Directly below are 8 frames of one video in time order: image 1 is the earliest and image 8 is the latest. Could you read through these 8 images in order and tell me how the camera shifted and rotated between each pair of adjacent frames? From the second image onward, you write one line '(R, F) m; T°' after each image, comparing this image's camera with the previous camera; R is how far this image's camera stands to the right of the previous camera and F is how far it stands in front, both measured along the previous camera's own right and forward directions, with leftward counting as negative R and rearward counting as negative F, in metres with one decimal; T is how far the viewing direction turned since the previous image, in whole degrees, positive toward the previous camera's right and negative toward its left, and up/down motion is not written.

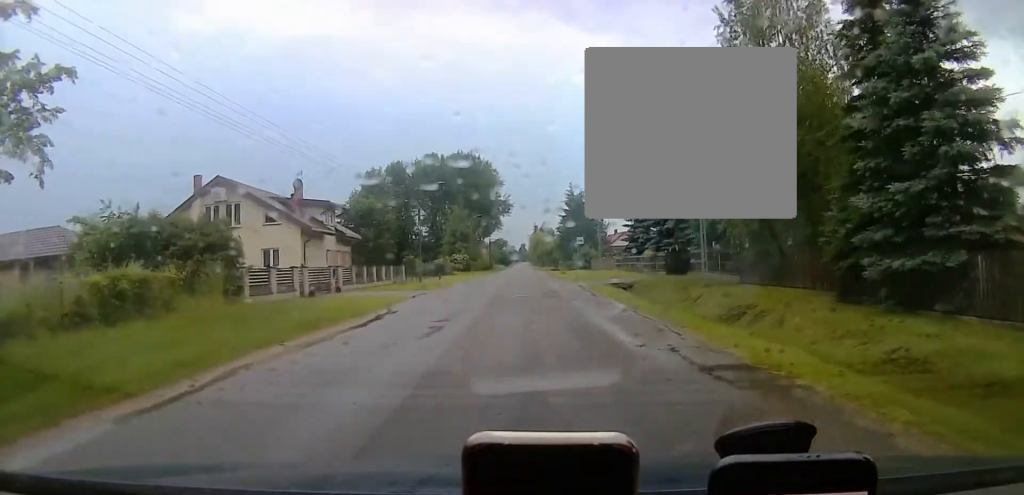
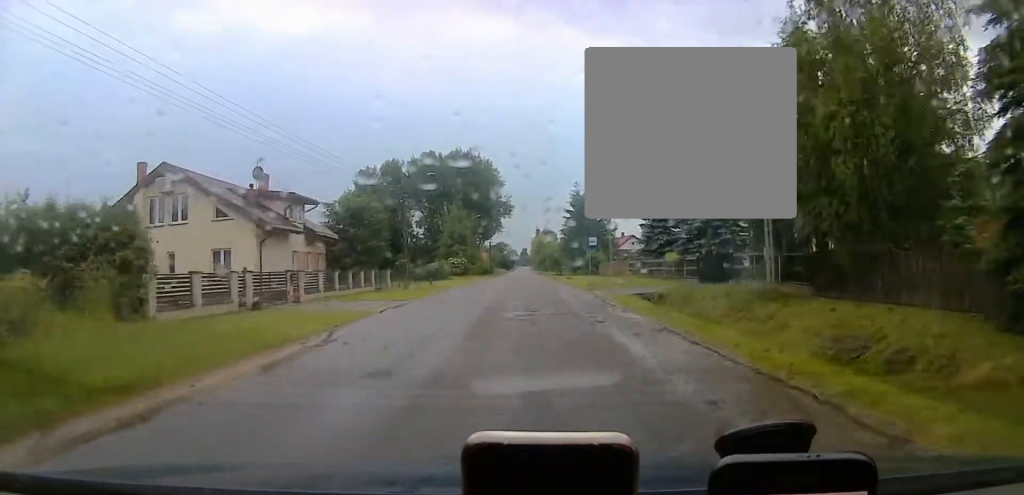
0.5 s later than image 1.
(-0.5, +6.2) m; -3°
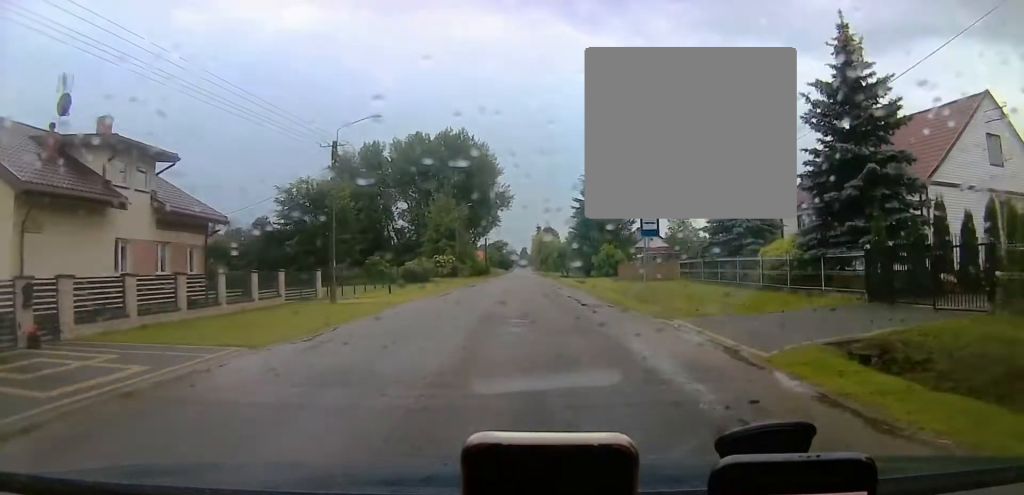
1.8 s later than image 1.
(-0.2, +16.2) m; +3°
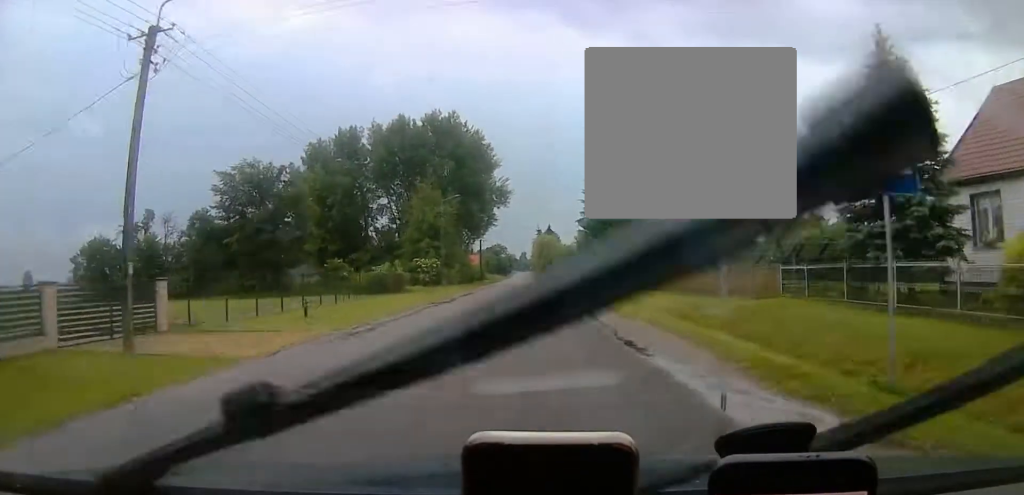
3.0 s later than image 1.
(+0.6, +14.1) m; 0°
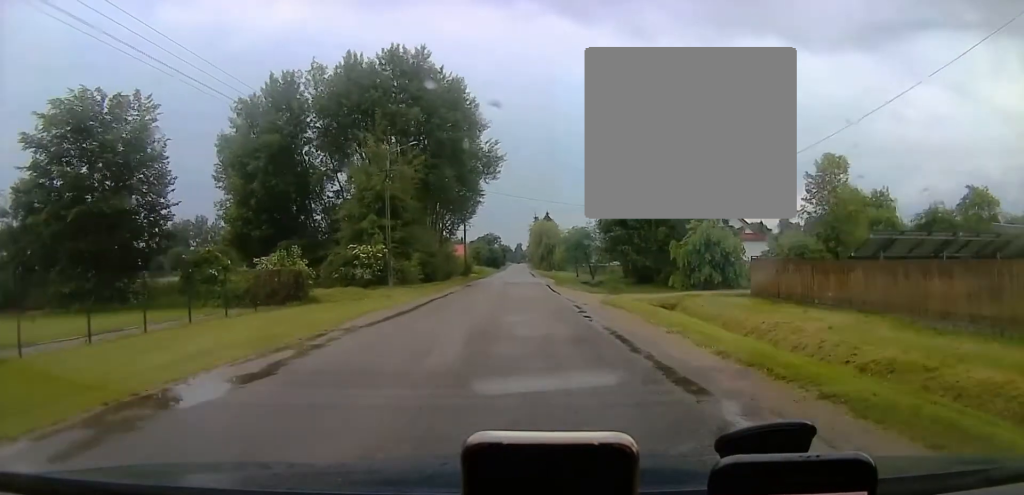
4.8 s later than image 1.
(+0.1, +23.3) m; 0°
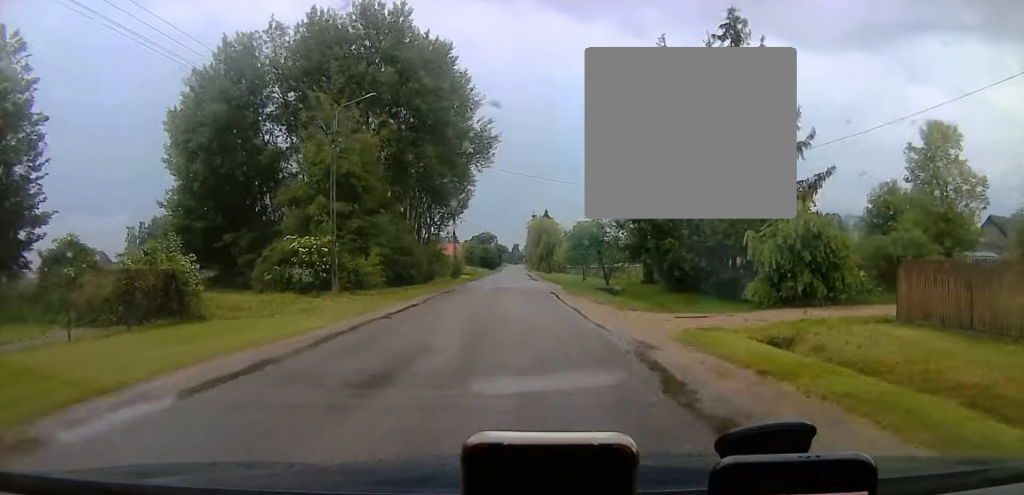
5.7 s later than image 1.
(-0.8, +11.2) m; 0°
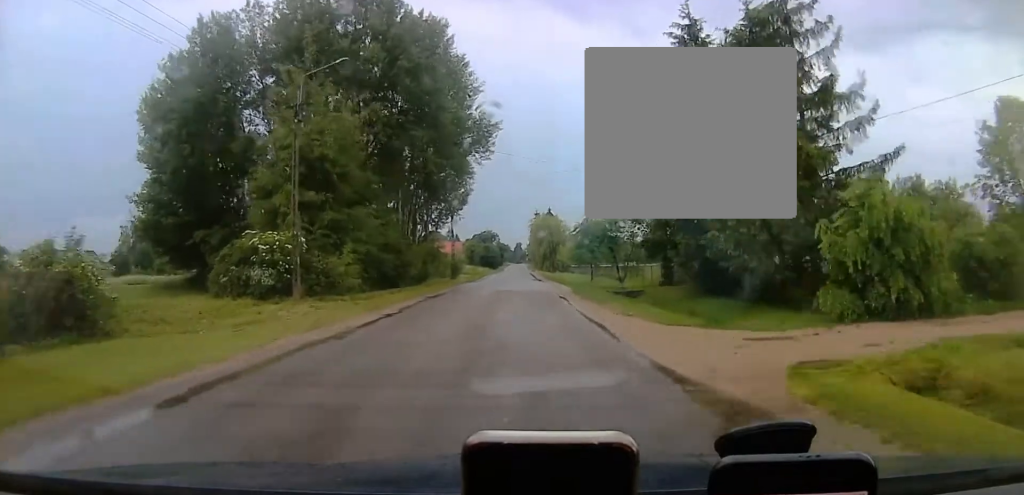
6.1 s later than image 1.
(+0.2, +5.1) m; +1°
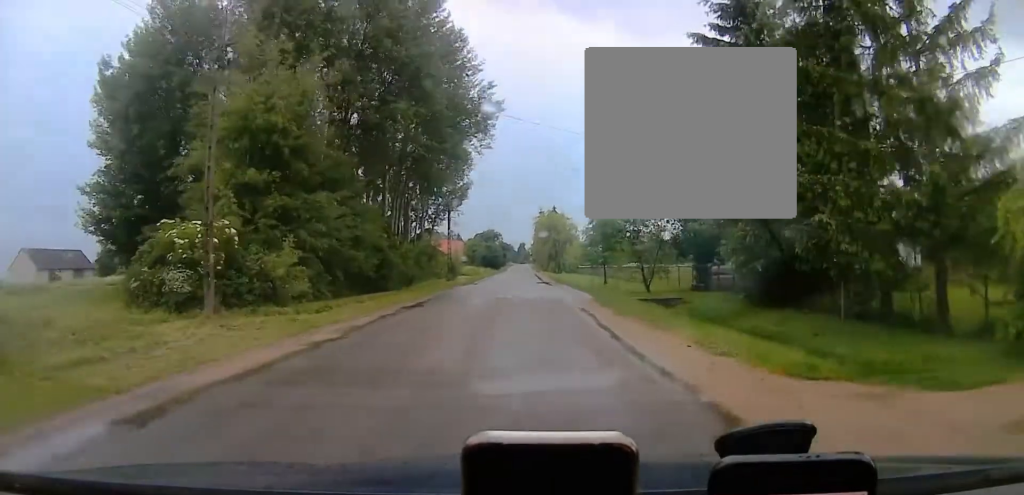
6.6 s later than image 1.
(+0.4, +6.6) m; +1°
